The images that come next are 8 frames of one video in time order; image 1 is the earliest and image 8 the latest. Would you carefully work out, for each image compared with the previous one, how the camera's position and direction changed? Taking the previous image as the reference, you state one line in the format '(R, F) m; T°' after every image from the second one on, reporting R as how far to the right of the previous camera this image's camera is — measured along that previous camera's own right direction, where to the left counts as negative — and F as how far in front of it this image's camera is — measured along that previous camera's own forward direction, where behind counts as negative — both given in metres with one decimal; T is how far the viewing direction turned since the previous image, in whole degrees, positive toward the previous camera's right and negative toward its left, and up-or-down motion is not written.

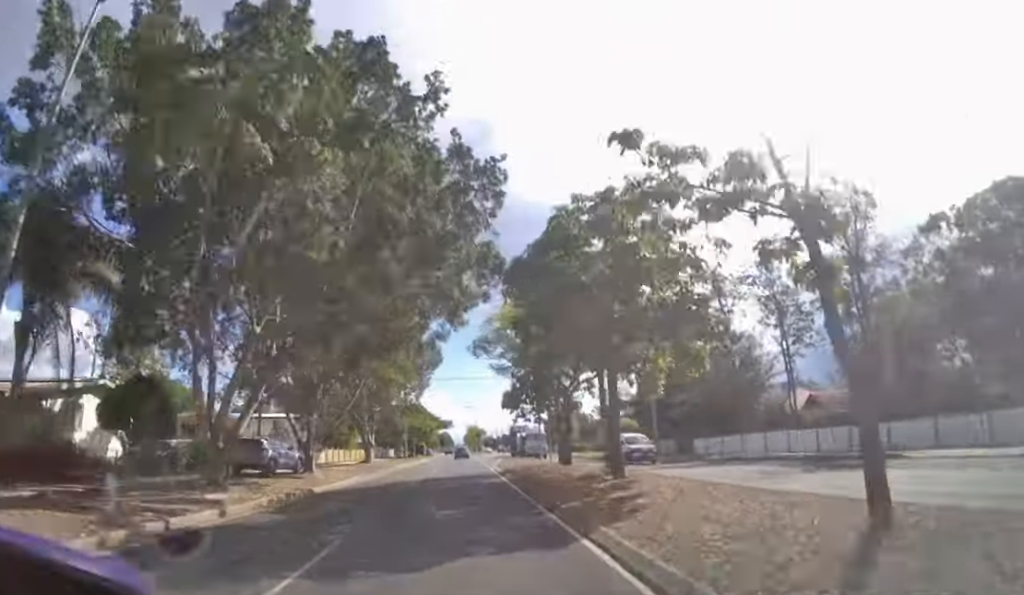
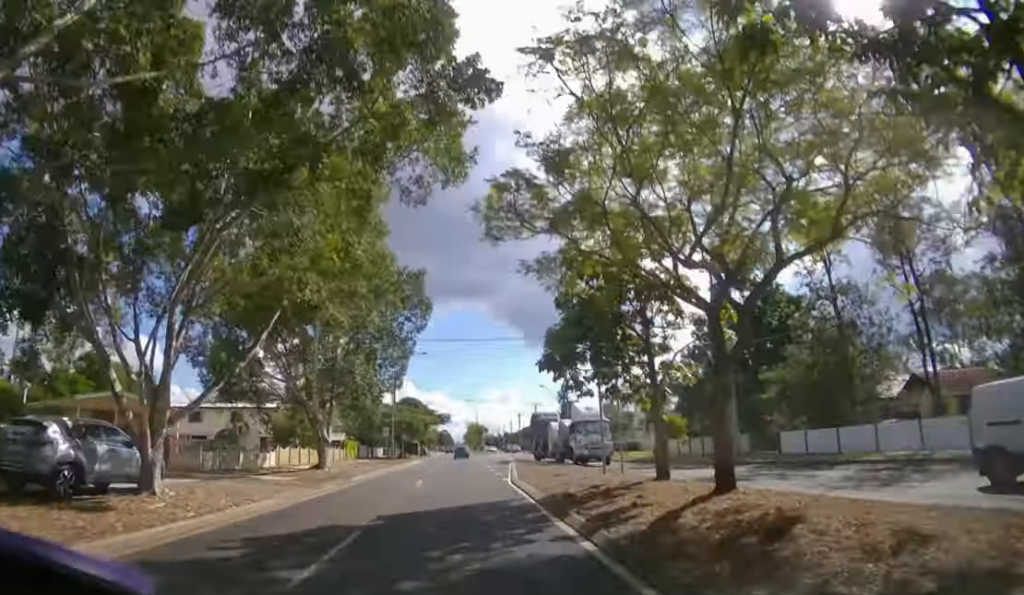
(0.0, +12.2) m; 0°
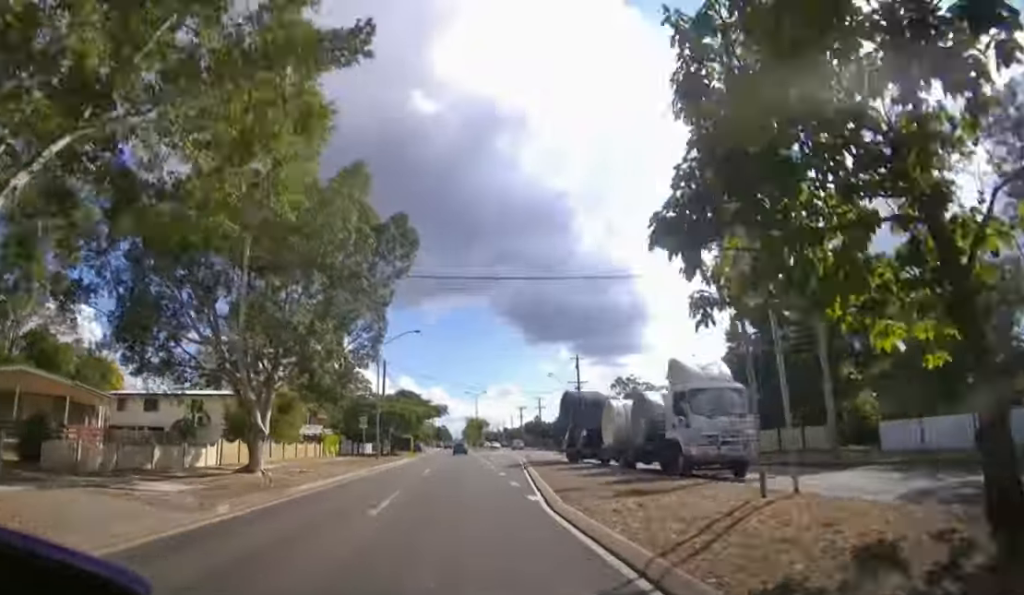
(0.0, +8.5) m; 0°
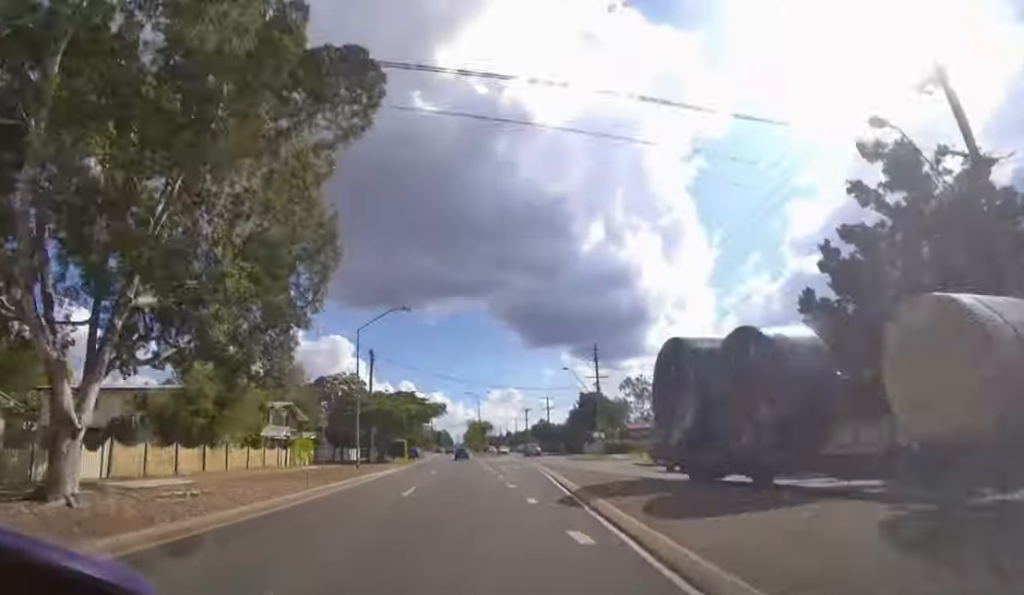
(0.0, +8.4) m; 0°
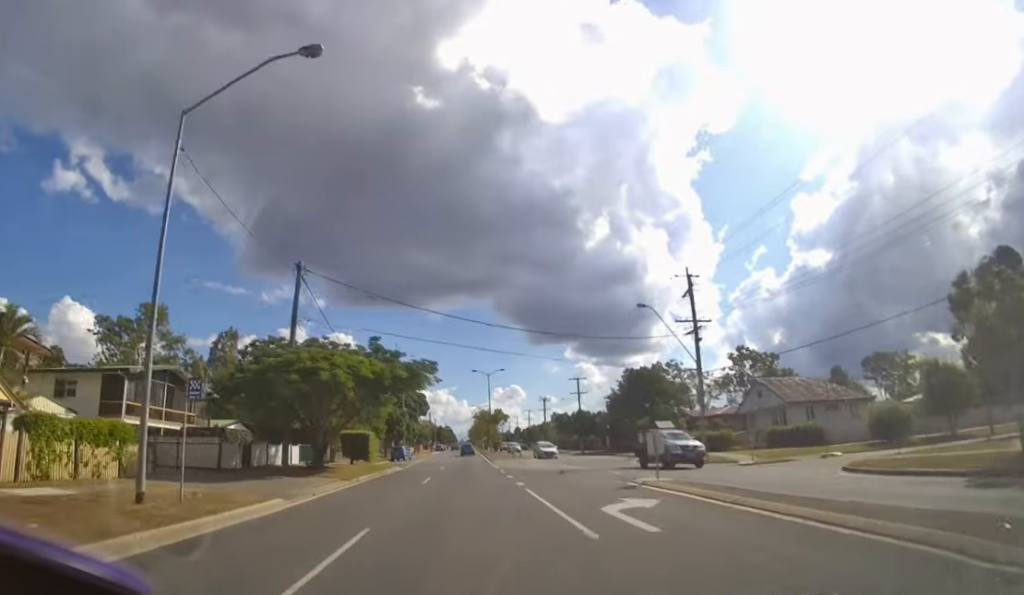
(0.0, +23.1) m; 0°
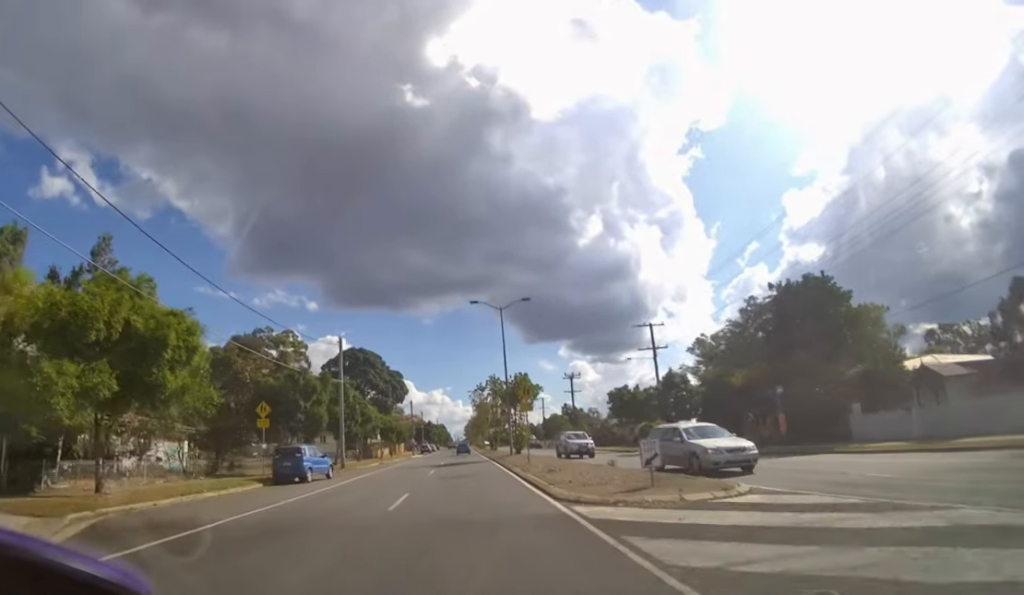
(+0.1, +29.7) m; 0°
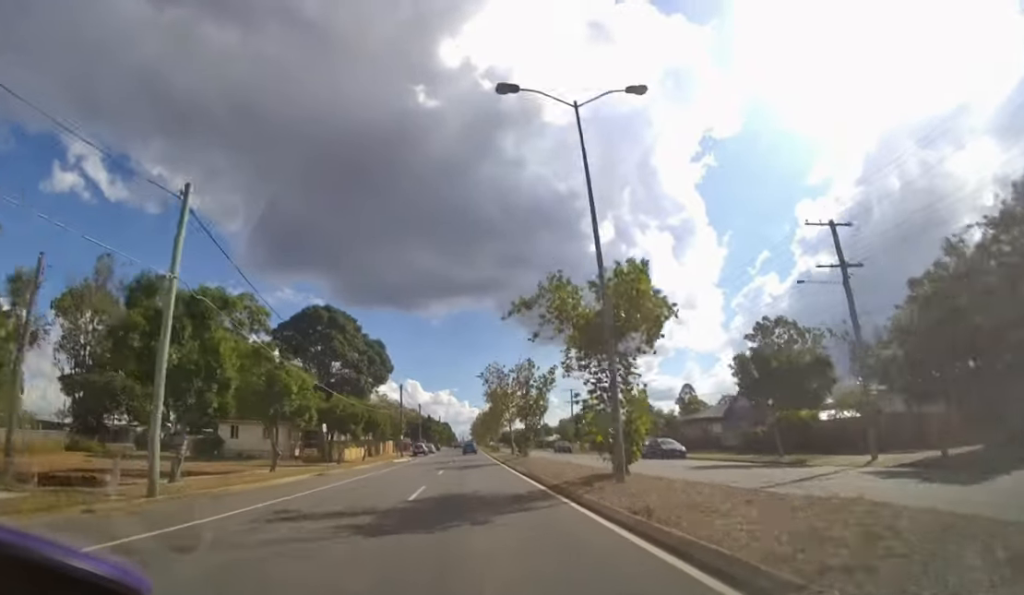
(0.0, +18.7) m; 0°
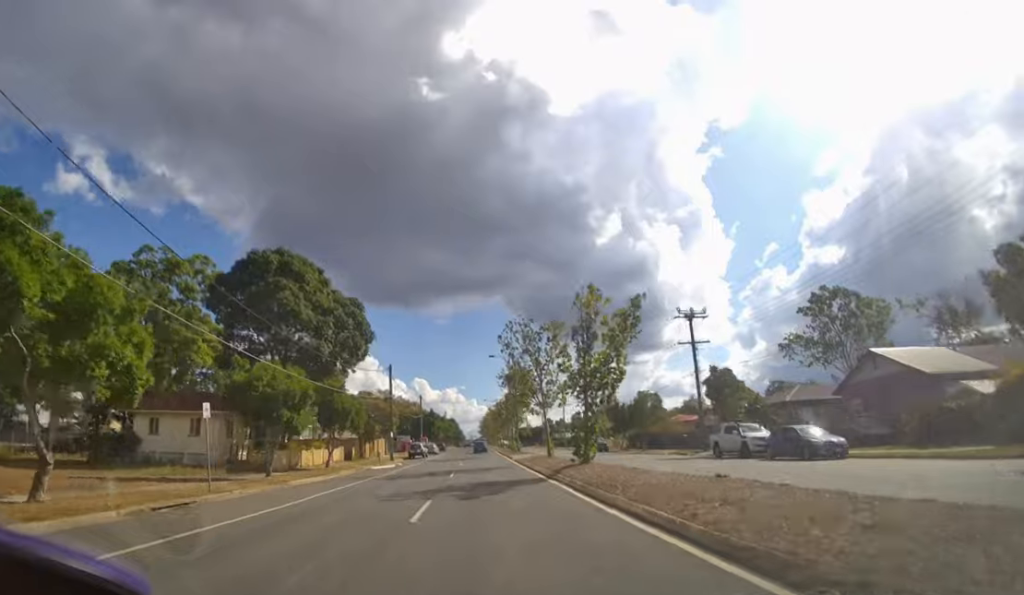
(-0.1, +14.5) m; -1°
